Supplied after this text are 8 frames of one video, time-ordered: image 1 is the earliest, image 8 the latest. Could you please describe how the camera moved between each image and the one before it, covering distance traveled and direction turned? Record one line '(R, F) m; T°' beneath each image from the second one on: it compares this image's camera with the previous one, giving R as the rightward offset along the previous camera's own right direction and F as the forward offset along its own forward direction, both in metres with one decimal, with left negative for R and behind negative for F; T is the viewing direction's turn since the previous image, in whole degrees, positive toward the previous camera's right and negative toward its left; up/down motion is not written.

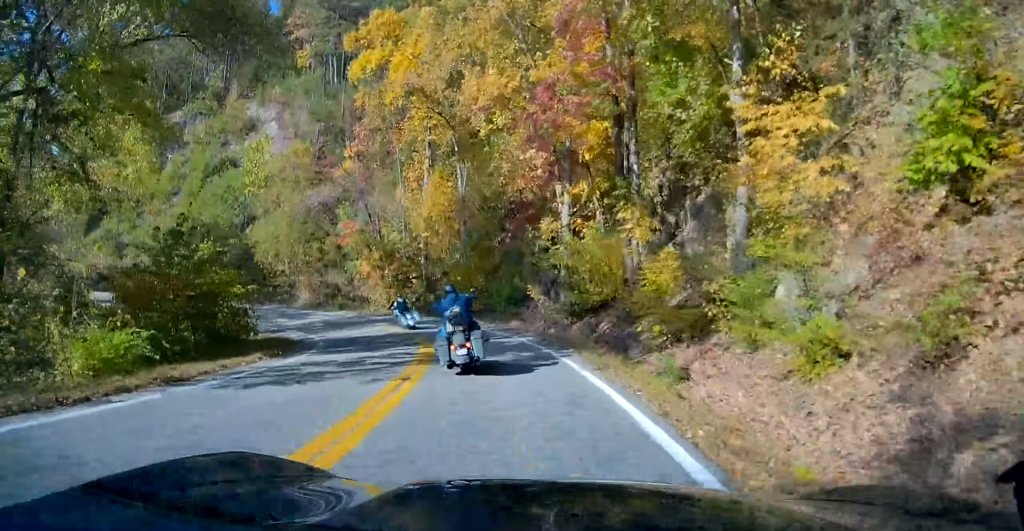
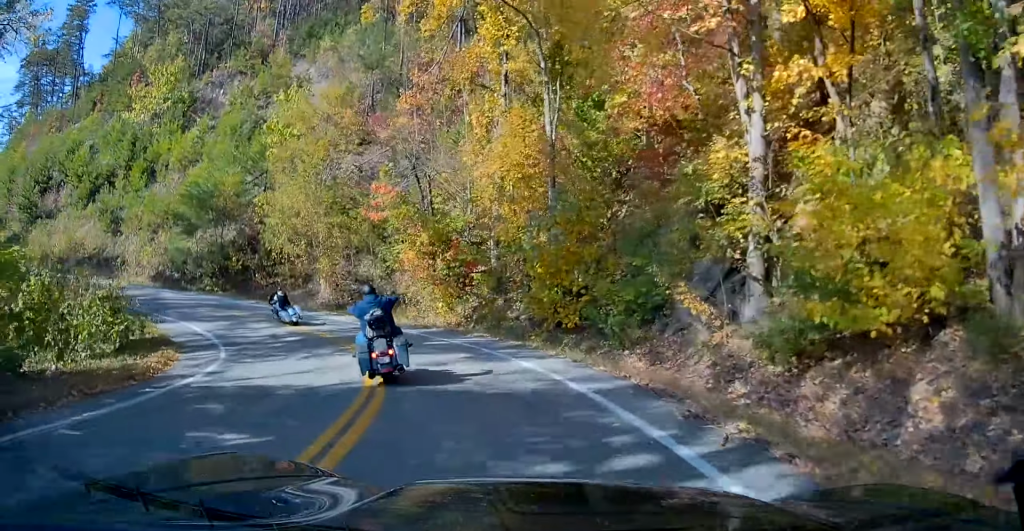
(-0.7, +14.9) m; -13°
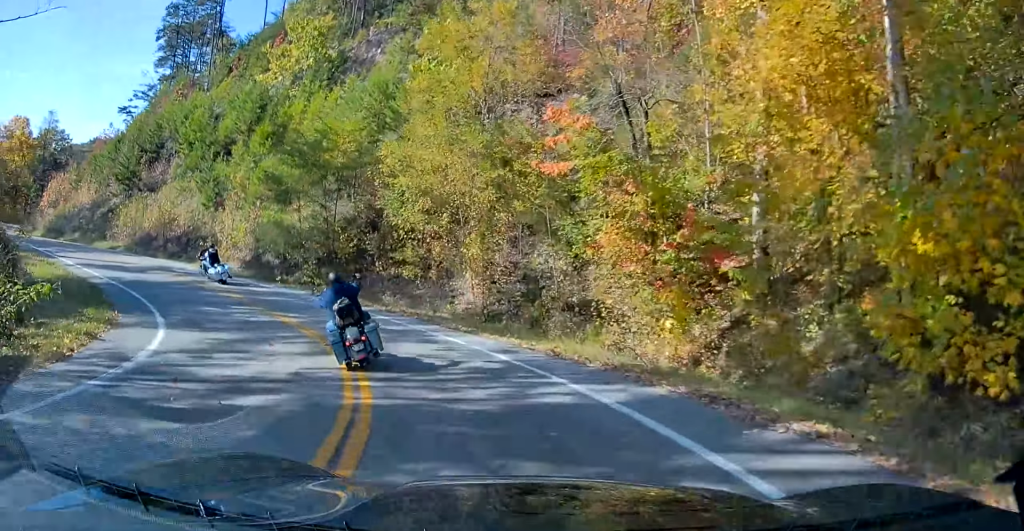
(-2.9, +12.8) m; -24°
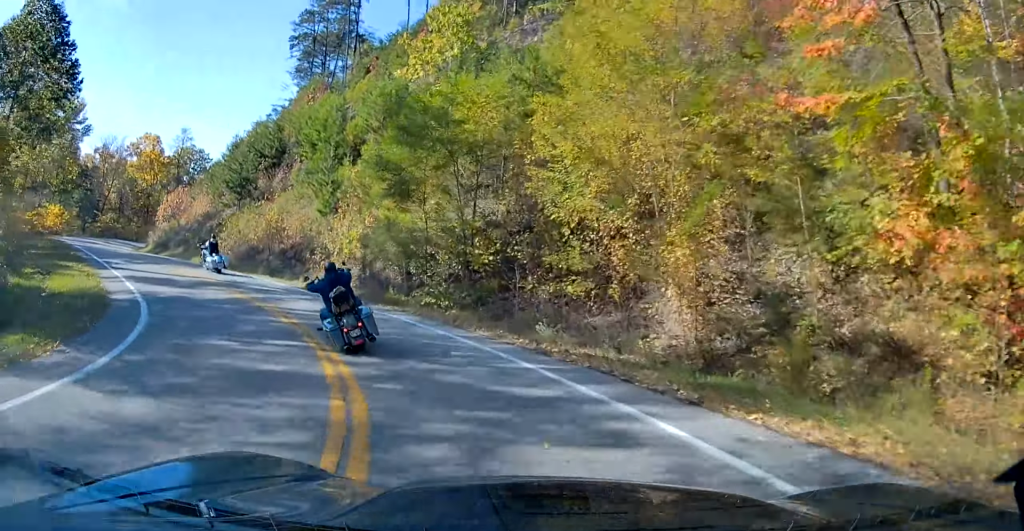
(-0.9, +8.2) m; -16°
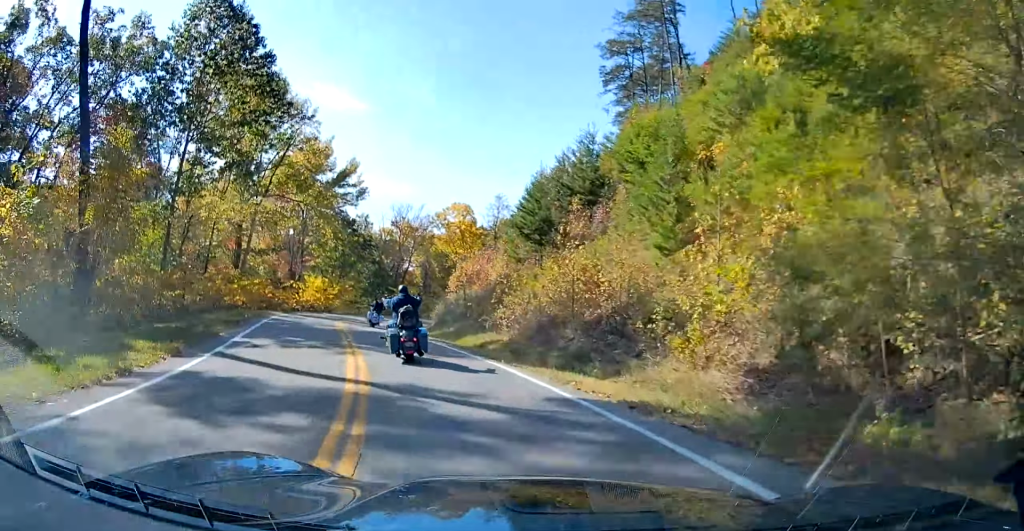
(-3.9, +14.6) m; -24°
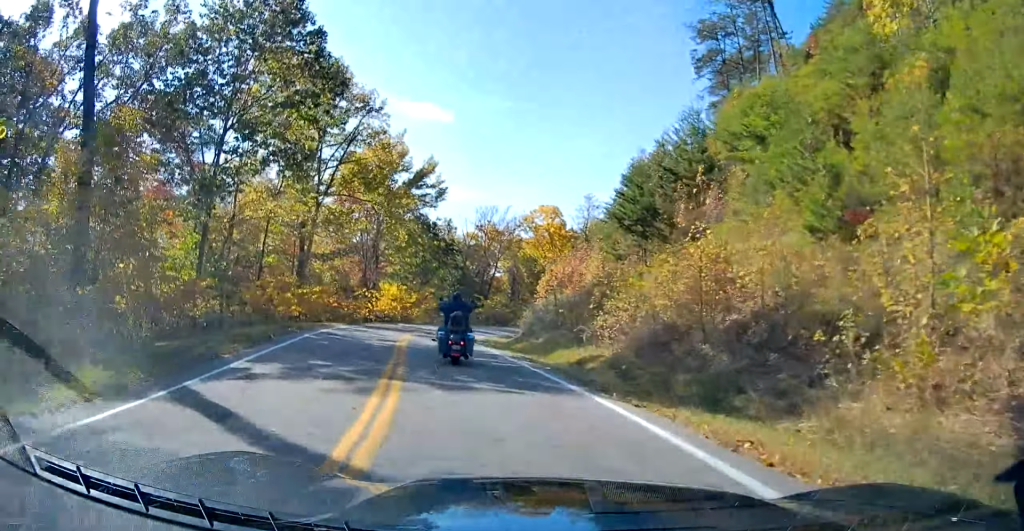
(-0.4, +5.1) m; -5°
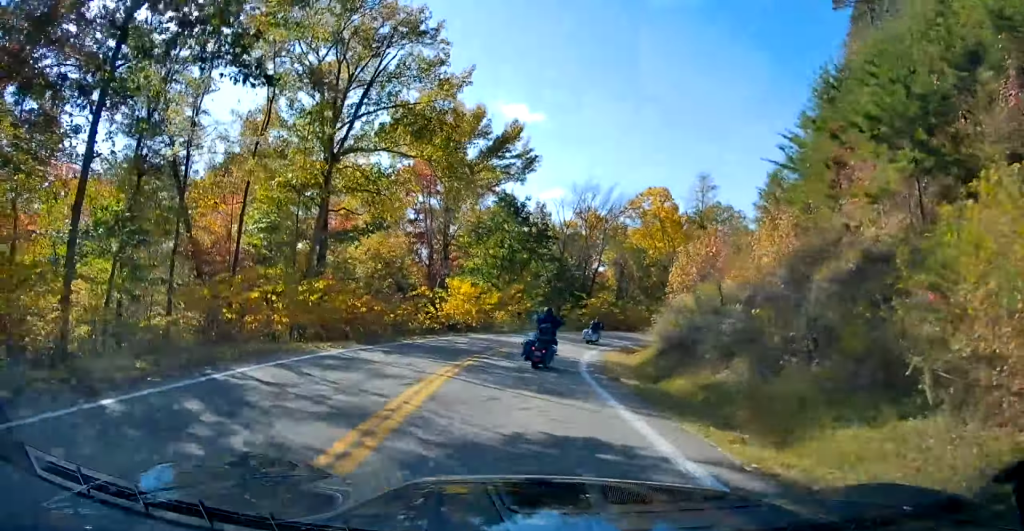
(-0.8, +14.2) m; -5°
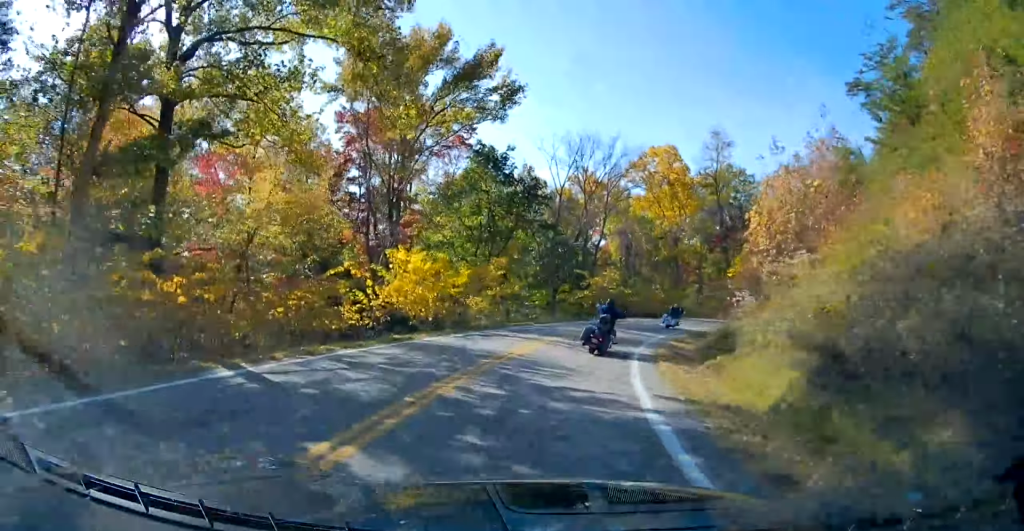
(-0.2, +13.5) m; +4°
